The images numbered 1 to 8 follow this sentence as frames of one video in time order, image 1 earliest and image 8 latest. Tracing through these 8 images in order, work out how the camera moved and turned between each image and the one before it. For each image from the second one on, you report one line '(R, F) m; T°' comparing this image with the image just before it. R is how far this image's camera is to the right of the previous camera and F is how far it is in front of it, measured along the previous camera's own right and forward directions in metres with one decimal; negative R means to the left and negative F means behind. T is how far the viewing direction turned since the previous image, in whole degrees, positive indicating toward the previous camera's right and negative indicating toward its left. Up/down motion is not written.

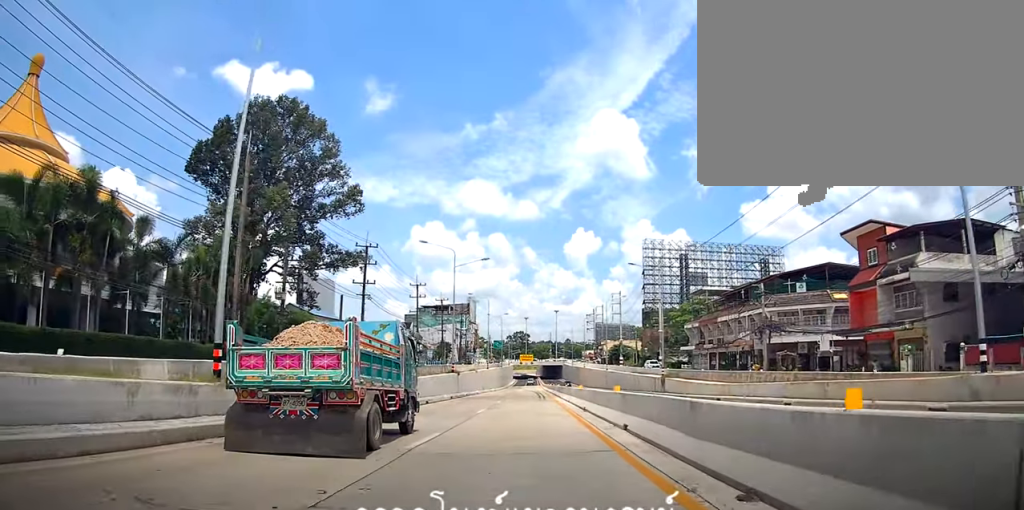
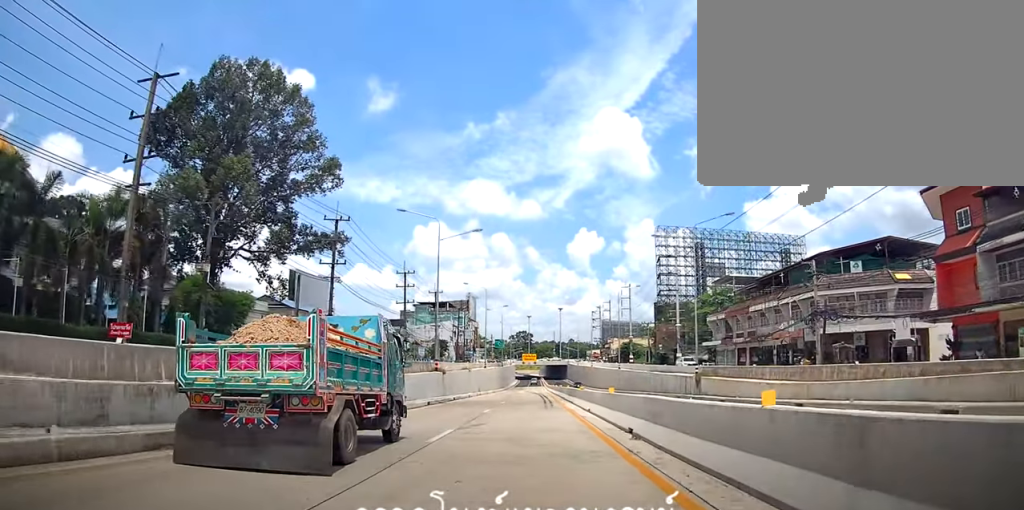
(0.0, +10.3) m; 0°
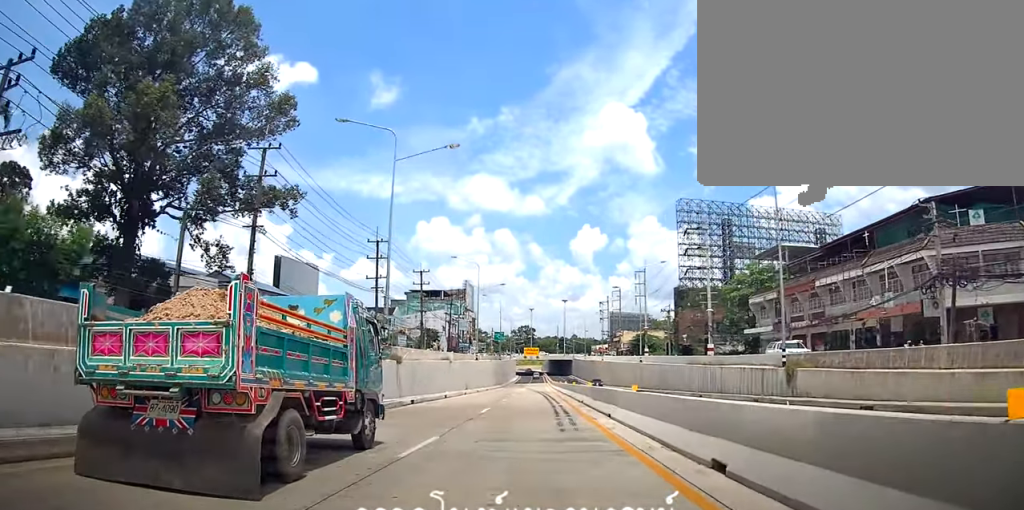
(0.0, +15.0) m; 0°
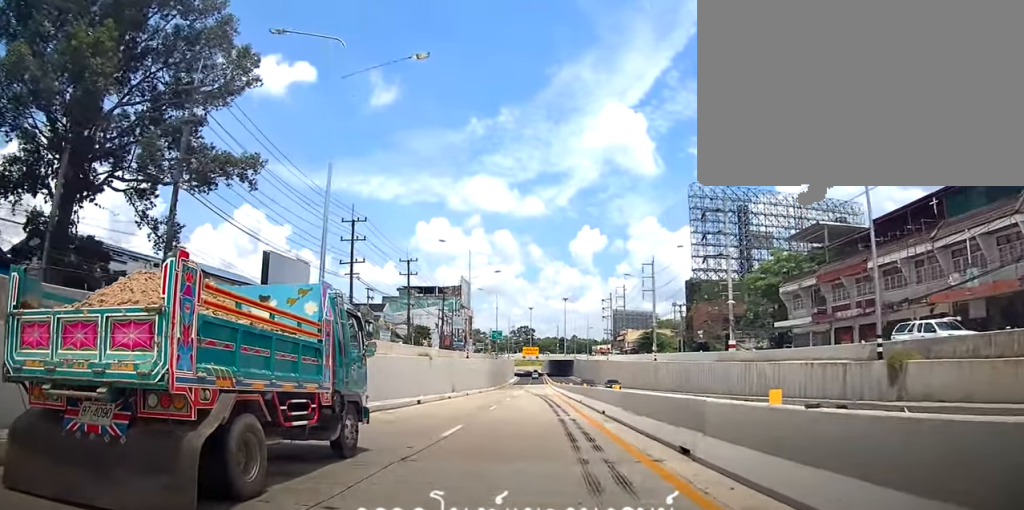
(0.0, +8.6) m; 0°
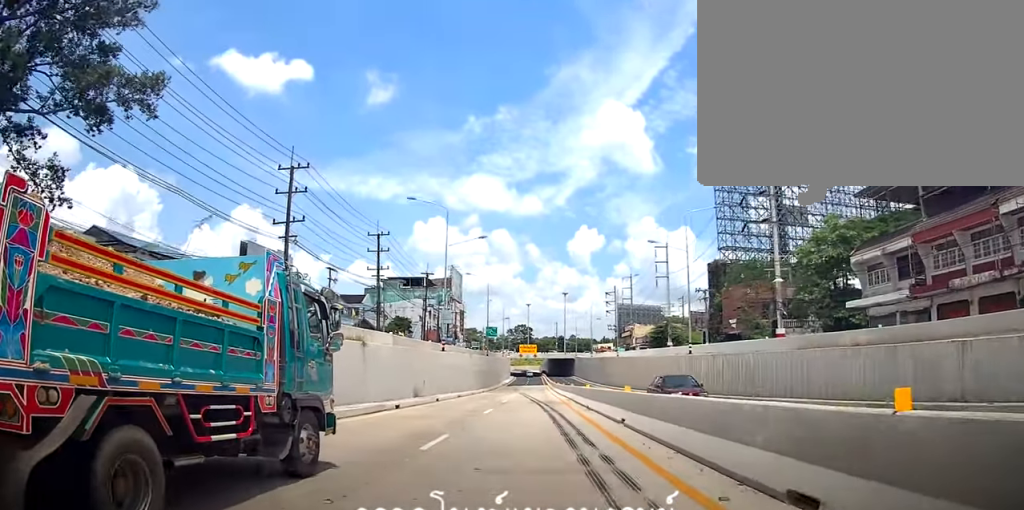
(0.0, +14.1) m; 0°
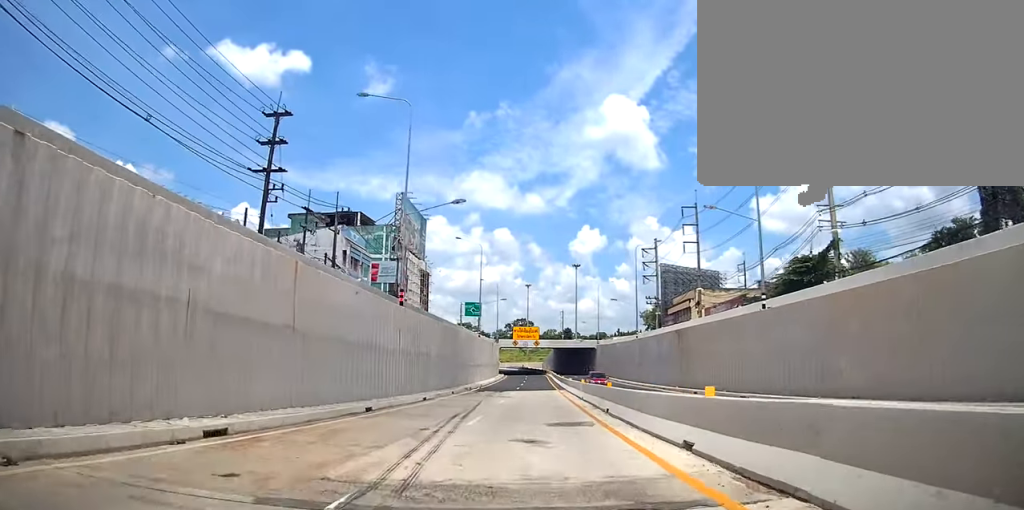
(+0.3, +54.4) m; 0°
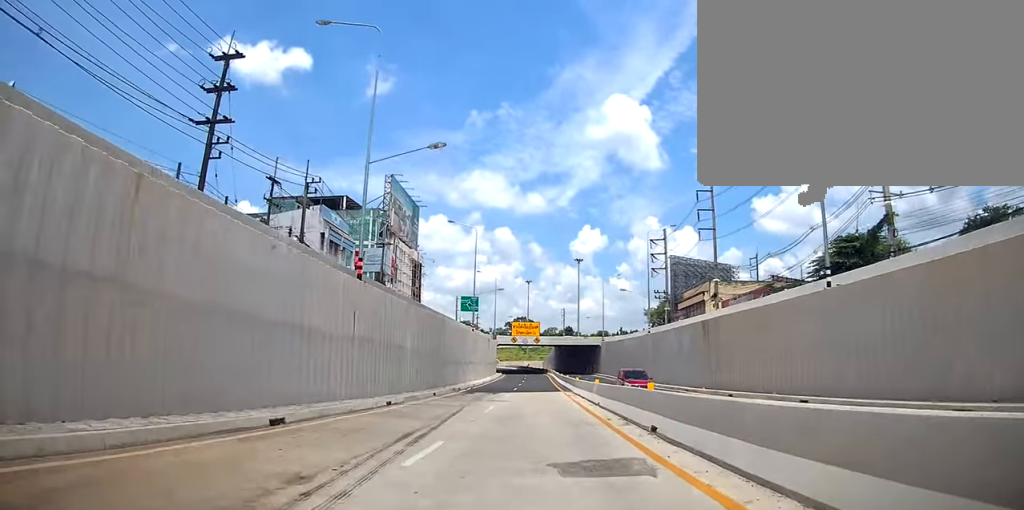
(0.0, +7.5) m; 0°
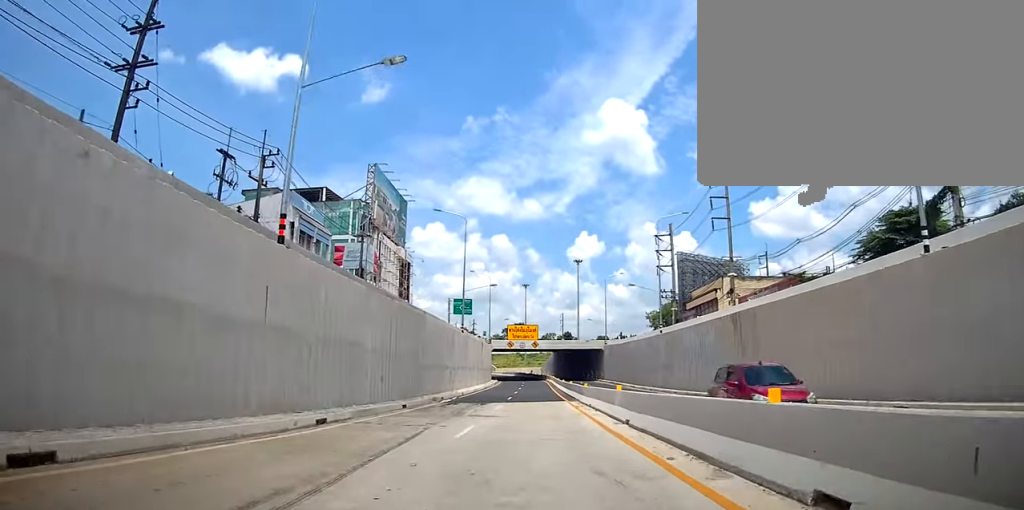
(-0.1, +7.2) m; 0°
